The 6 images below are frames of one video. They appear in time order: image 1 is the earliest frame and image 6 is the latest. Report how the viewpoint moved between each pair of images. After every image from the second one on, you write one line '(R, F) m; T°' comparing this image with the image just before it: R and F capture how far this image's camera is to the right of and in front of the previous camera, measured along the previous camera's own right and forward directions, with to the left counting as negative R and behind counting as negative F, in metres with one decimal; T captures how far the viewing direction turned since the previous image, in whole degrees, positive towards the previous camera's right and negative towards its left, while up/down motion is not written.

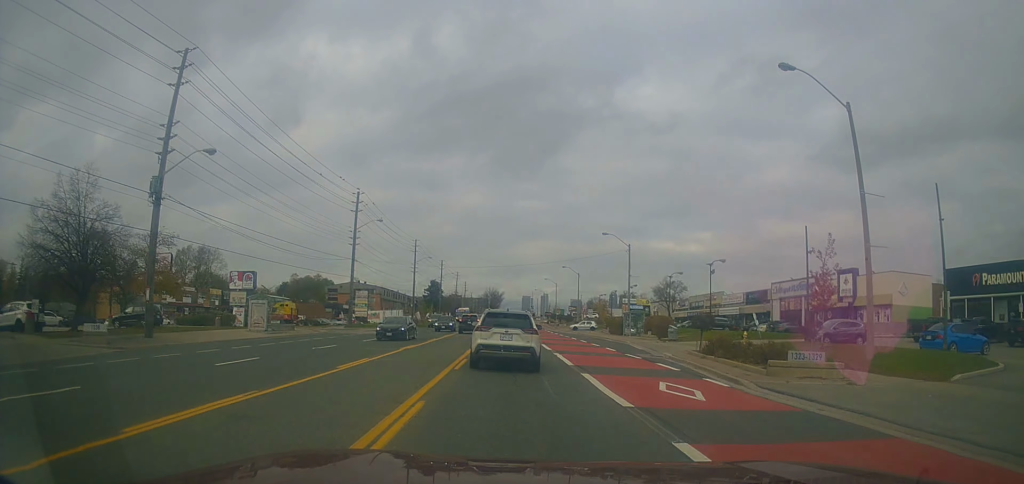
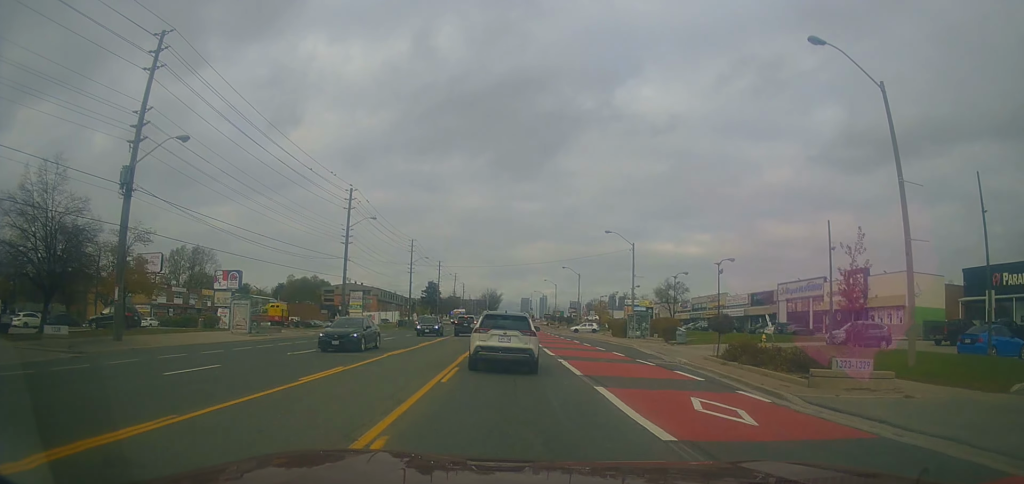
(+0.2, +2.8) m; 0°
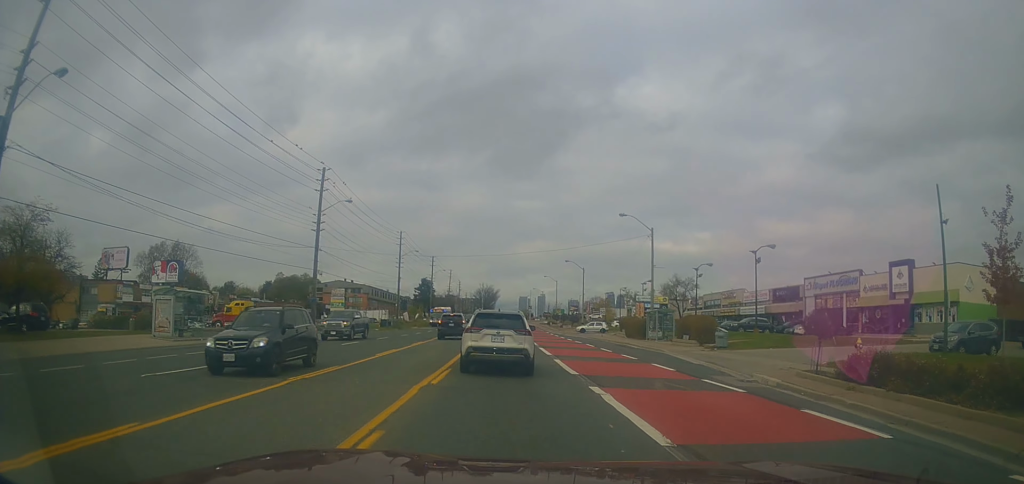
(-0.2, +9.1) m; -2°
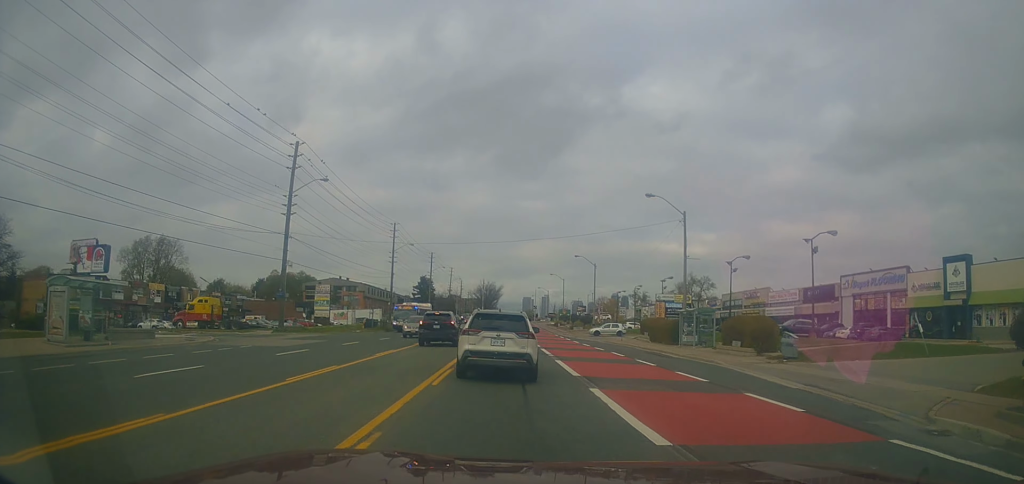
(-0.2, +9.5) m; -2°
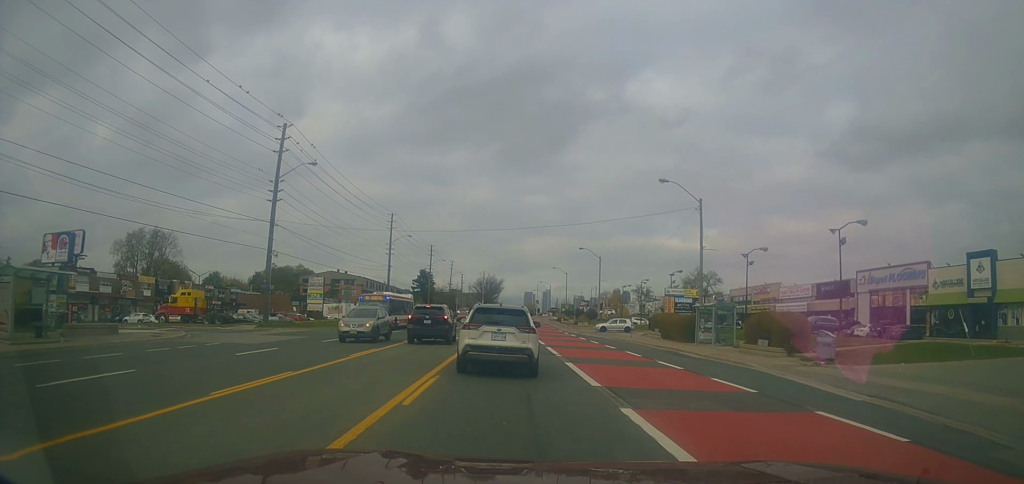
(+0.1, +4.0) m; +1°
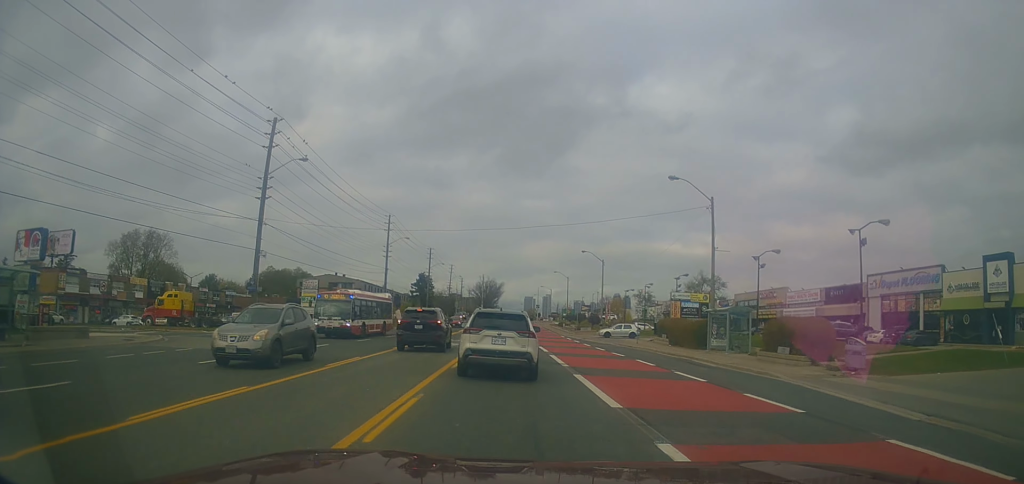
(+0.1, +2.6) m; -3°
